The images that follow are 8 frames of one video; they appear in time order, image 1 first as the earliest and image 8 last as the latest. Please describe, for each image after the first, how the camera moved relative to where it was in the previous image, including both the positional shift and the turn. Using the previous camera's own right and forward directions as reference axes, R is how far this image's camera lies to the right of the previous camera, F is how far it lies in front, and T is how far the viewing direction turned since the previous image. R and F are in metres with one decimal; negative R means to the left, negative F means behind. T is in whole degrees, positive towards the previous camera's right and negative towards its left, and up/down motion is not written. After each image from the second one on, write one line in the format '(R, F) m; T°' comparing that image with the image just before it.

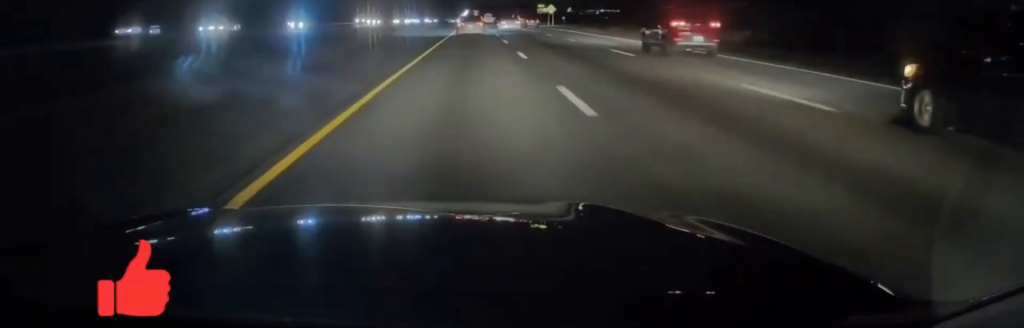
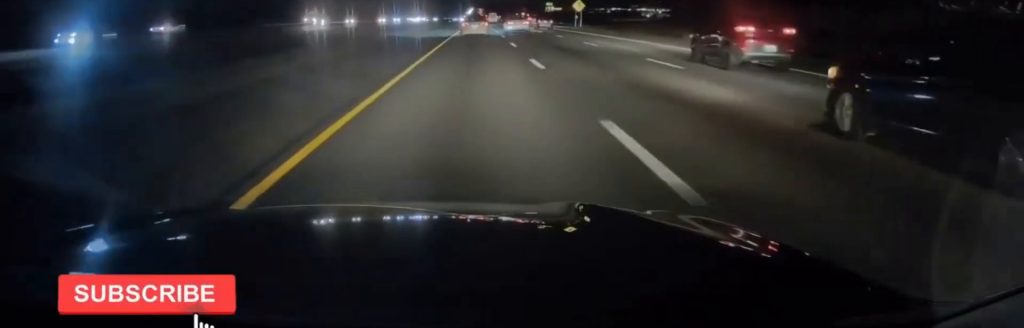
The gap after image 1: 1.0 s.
(0.0, +28.5) m; 0°
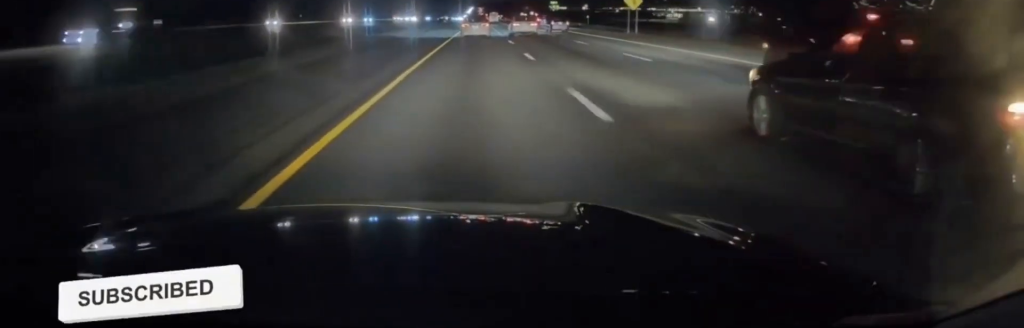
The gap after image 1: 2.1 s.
(0.0, +33.1) m; 0°
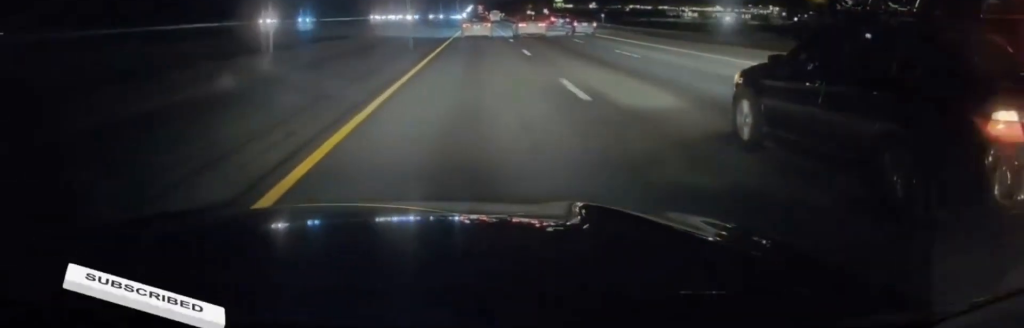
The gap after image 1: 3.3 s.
(0.0, +34.6) m; 0°
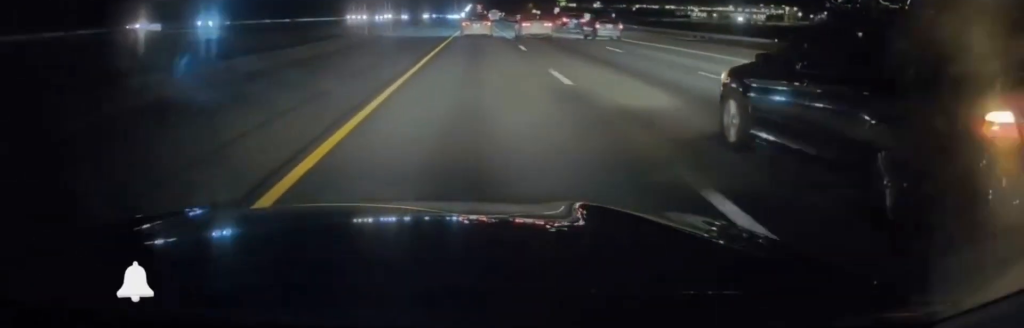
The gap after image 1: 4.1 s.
(-0.2, +22.0) m; 0°
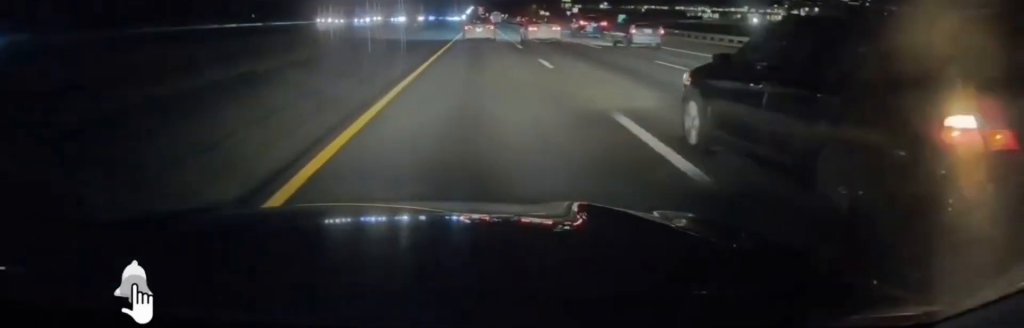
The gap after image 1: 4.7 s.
(+0.1, +19.1) m; 0°
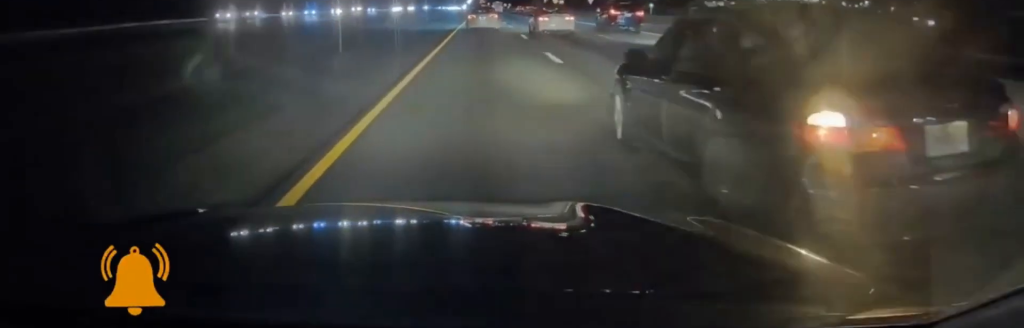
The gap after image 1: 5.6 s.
(+0.2, +25.6) m; 0°
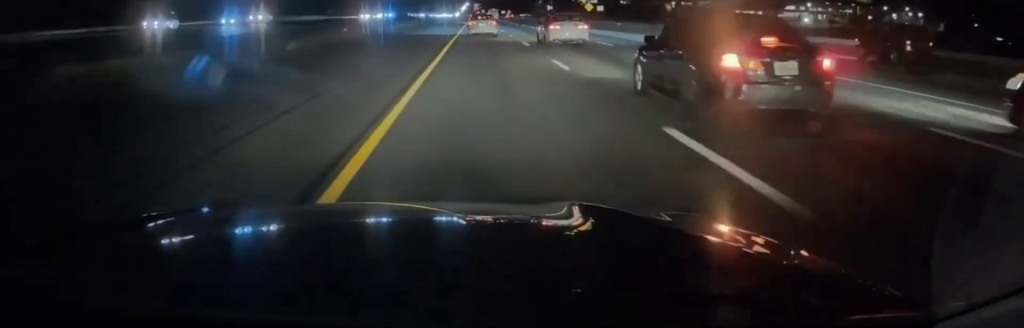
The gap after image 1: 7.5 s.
(-0.6, +50.8) m; 0°
